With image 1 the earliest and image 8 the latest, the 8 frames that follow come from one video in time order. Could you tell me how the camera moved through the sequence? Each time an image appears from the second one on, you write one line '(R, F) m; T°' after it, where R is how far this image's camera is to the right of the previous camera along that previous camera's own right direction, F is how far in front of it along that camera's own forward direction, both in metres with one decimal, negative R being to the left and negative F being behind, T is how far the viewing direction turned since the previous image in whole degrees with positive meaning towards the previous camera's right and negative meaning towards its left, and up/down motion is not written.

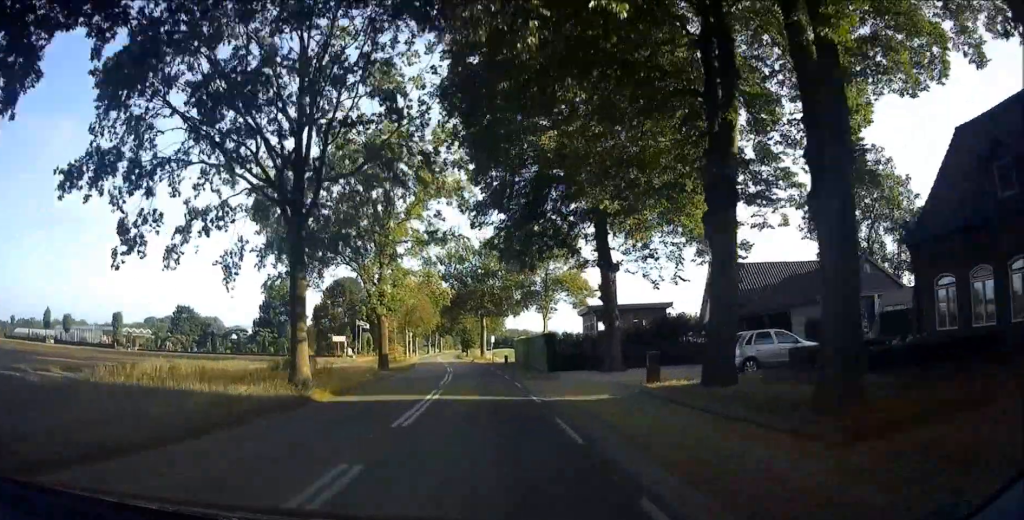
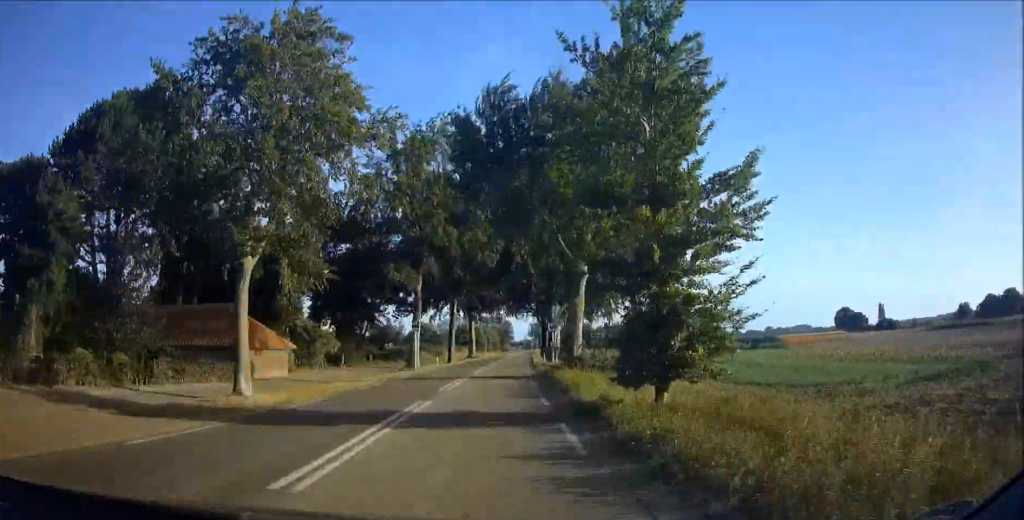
(-4.7, +104.1) m; -1°
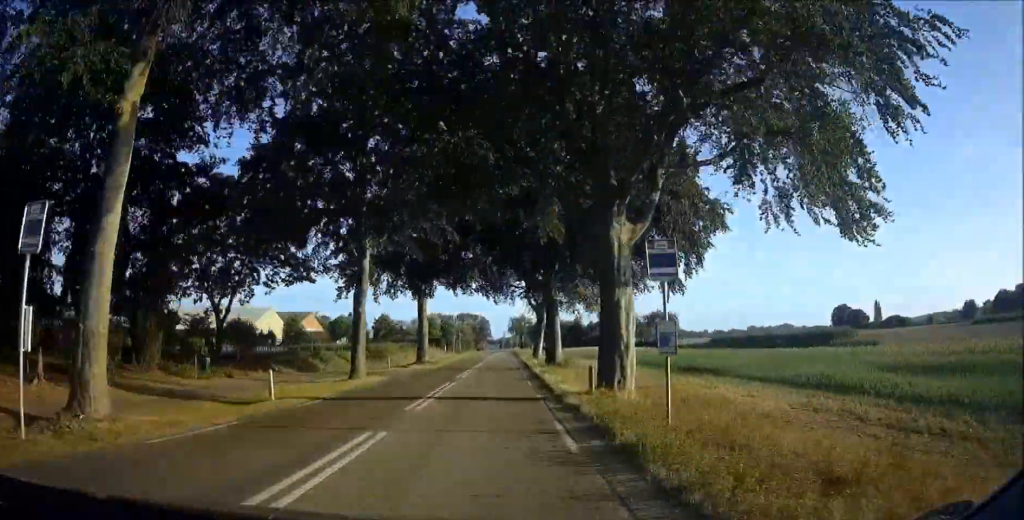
(+0.4, +30.0) m; +1°
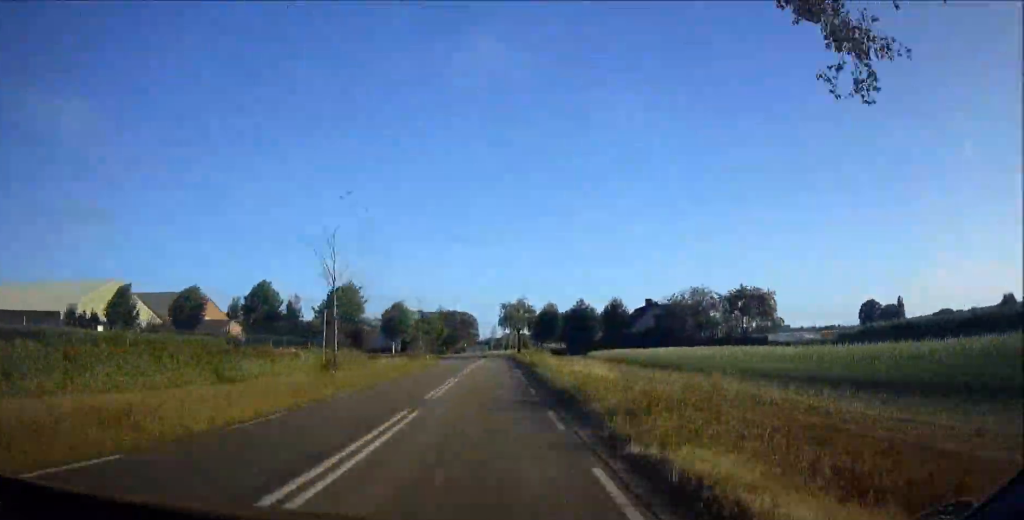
(+0.8, +58.3) m; +1°
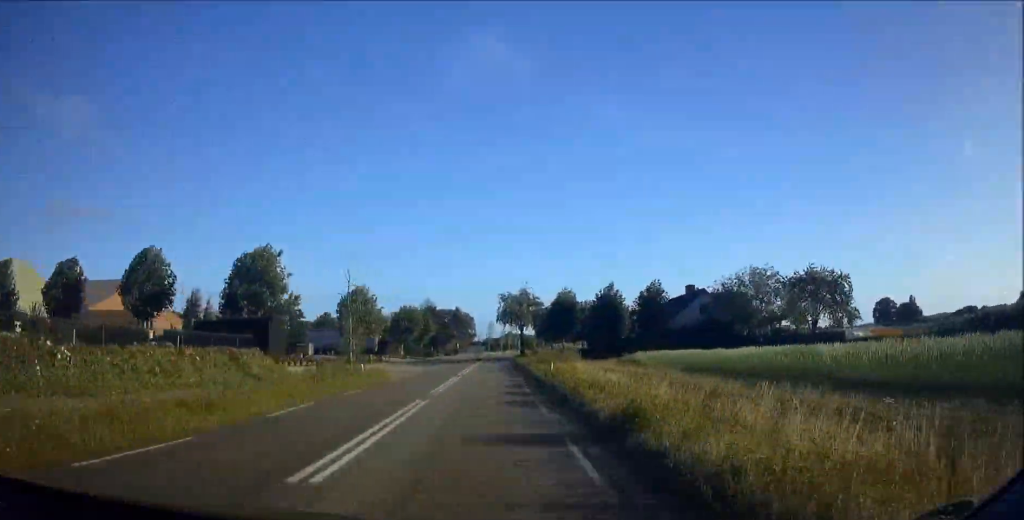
(+0.1, +22.0) m; 0°
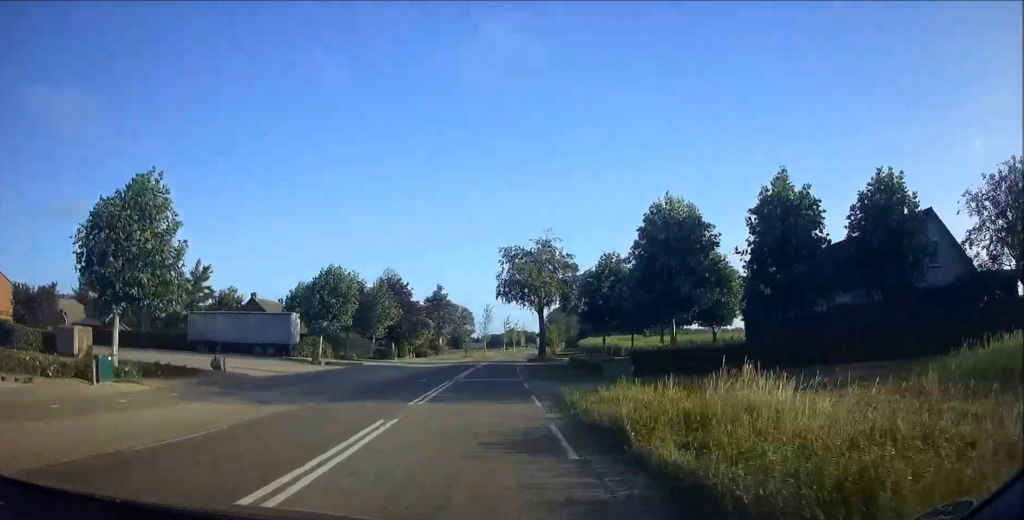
(-0.1, +40.8) m; +1°
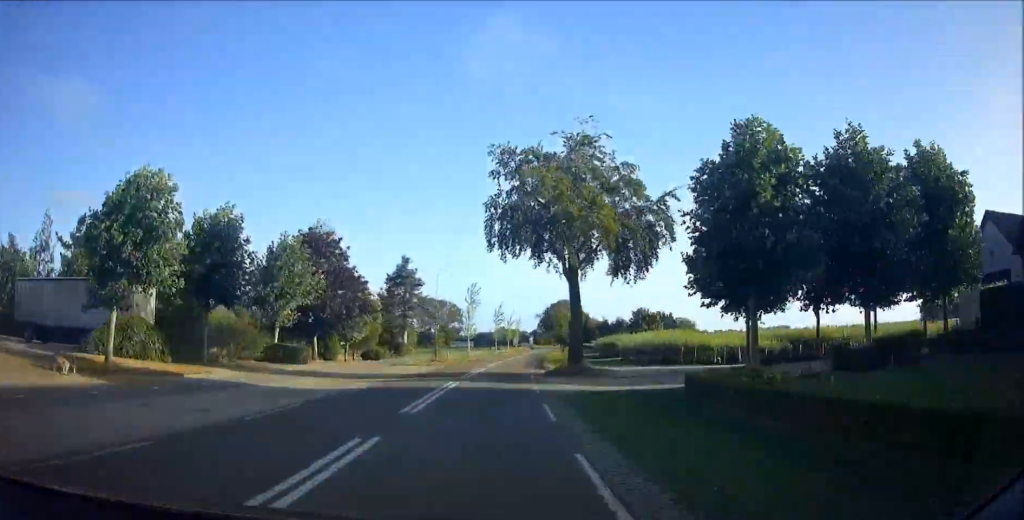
(+0.7, +26.6) m; +2°
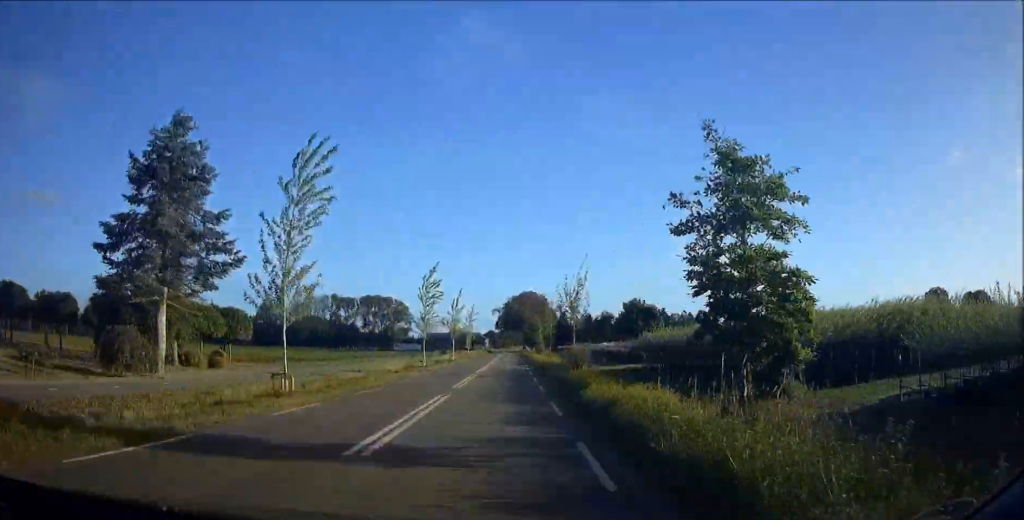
(+1.0, +40.6) m; +2°
